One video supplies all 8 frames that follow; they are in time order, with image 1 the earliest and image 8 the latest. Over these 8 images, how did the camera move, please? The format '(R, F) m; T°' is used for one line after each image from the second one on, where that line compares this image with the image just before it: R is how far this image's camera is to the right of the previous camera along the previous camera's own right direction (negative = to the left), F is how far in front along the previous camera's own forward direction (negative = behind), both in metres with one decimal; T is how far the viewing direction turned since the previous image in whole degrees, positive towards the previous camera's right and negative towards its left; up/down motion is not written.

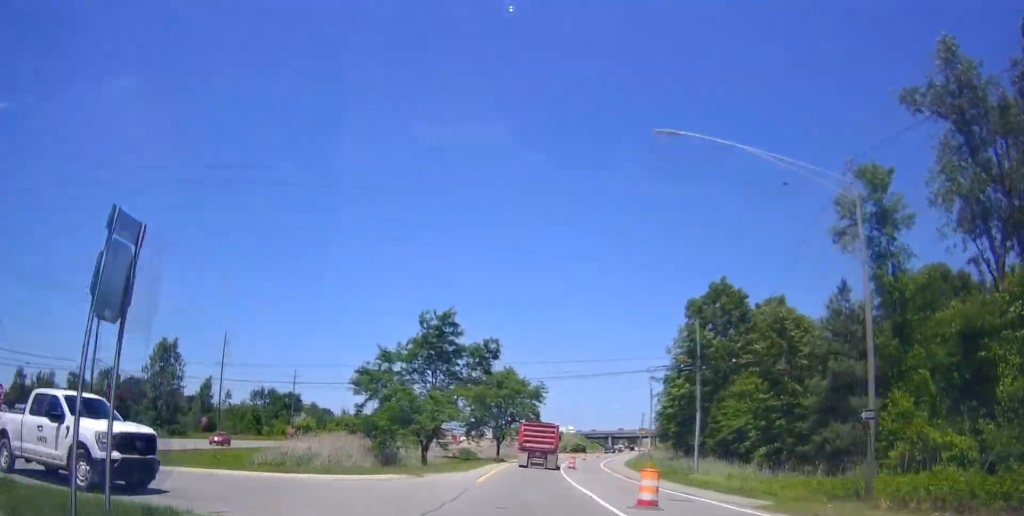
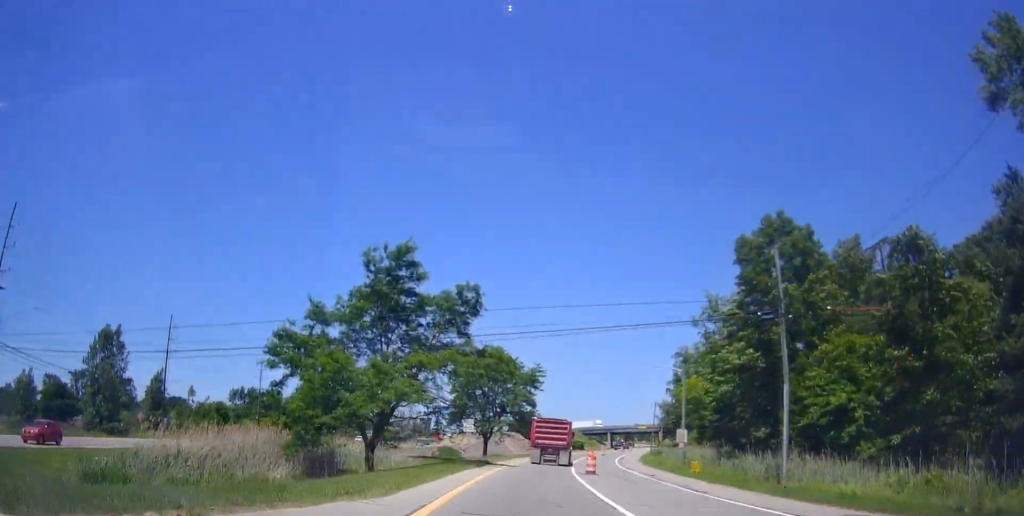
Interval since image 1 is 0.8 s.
(+0.2, +15.1) m; +1°
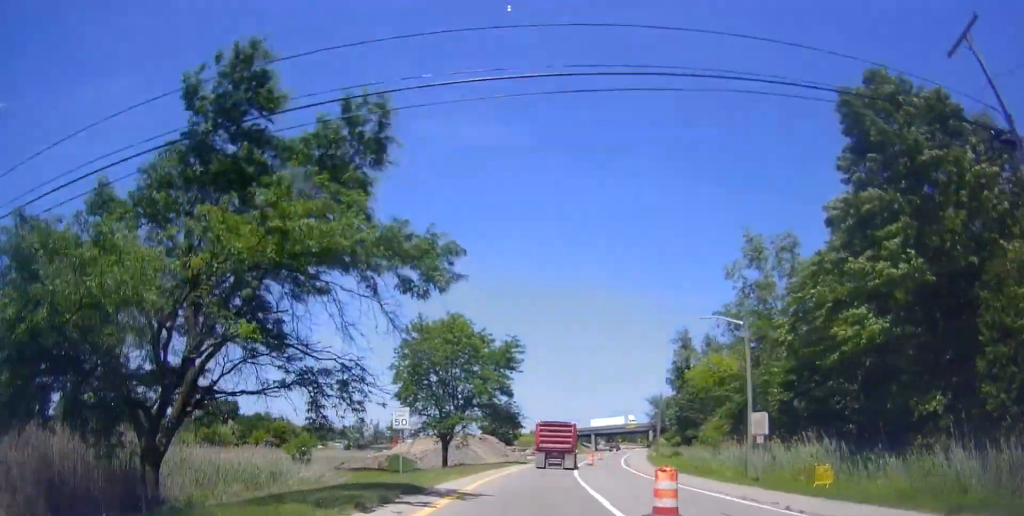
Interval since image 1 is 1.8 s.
(+0.1, +18.0) m; 0°
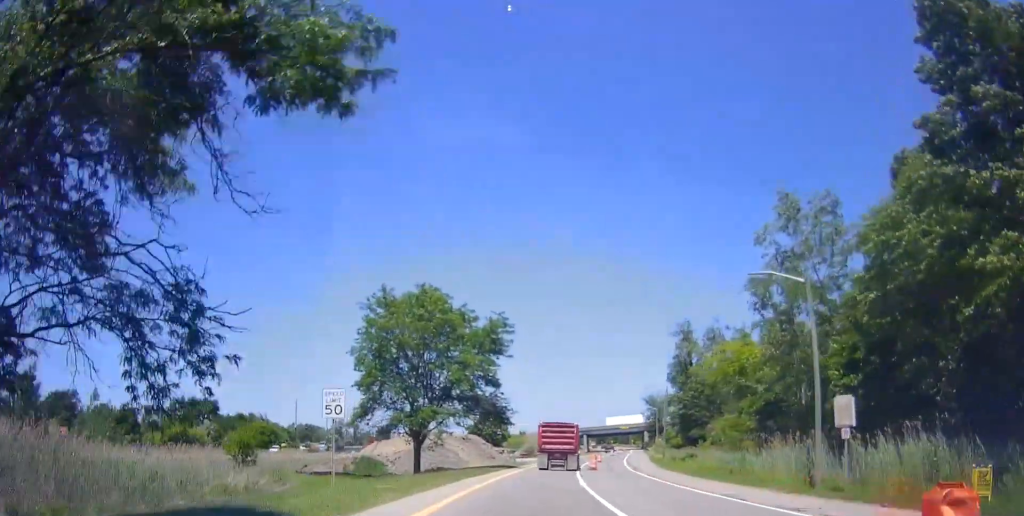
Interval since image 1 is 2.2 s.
(+0.1, +8.2) m; 0°
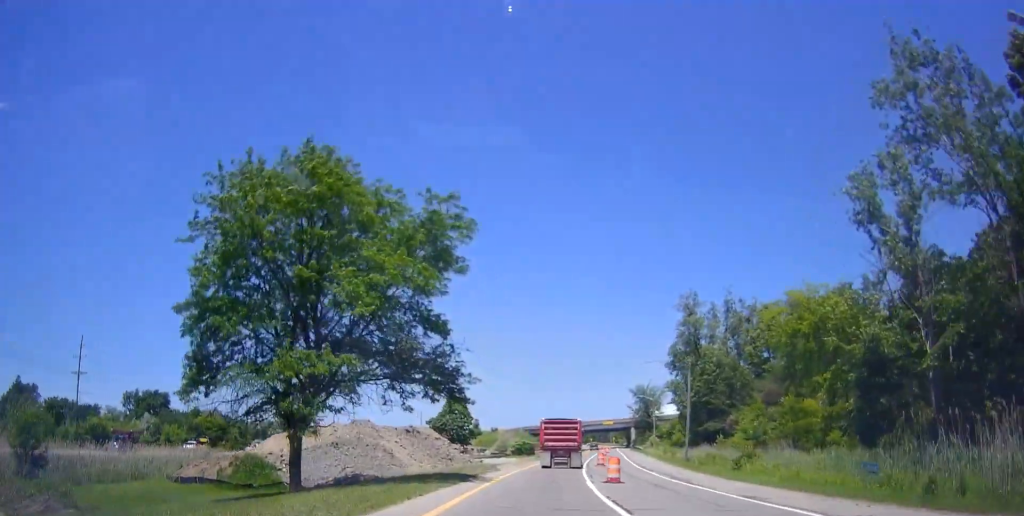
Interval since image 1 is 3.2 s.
(-0.4, +17.8) m; +3°
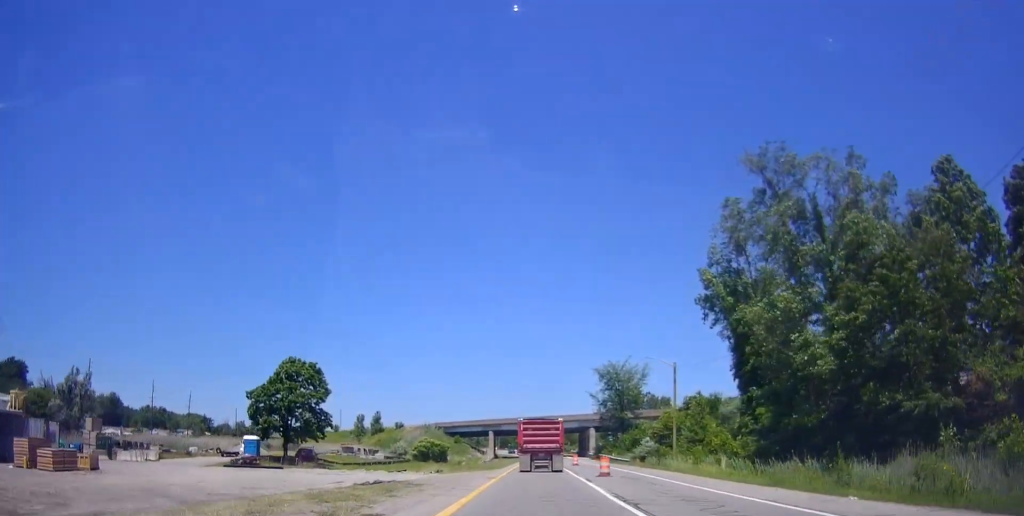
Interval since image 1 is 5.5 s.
(+3.8, +46.1) m; +7°
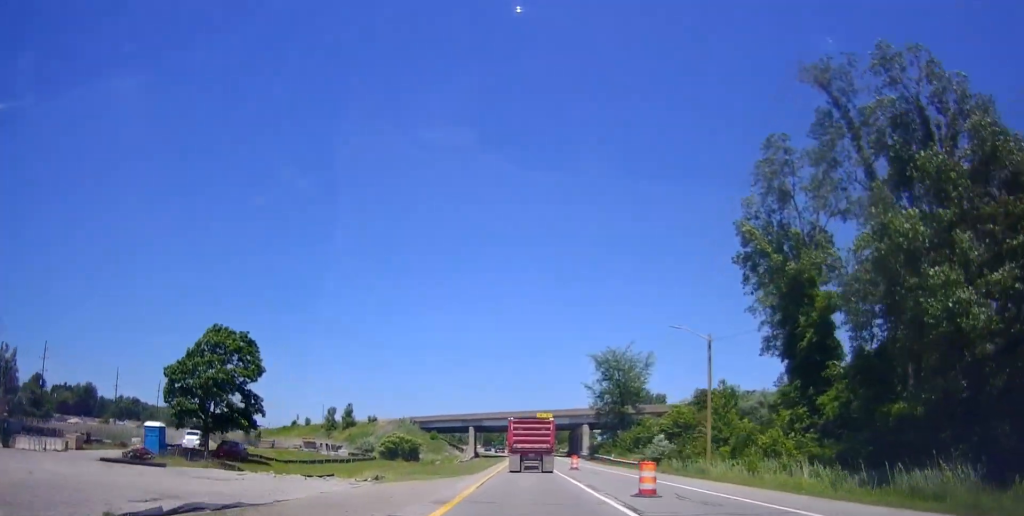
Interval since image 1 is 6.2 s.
(+0.1, +12.7) m; +2°
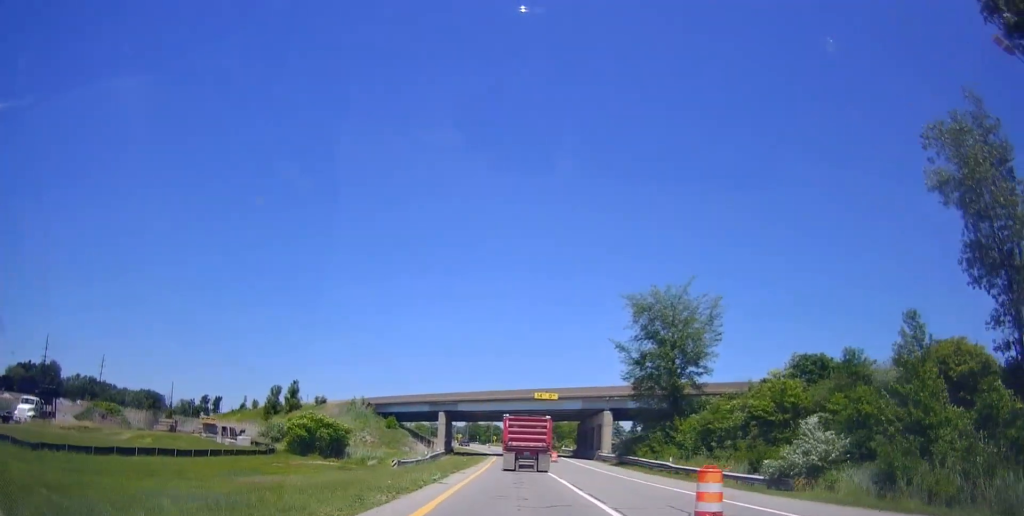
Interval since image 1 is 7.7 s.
(+0.7, +30.6) m; +1°
